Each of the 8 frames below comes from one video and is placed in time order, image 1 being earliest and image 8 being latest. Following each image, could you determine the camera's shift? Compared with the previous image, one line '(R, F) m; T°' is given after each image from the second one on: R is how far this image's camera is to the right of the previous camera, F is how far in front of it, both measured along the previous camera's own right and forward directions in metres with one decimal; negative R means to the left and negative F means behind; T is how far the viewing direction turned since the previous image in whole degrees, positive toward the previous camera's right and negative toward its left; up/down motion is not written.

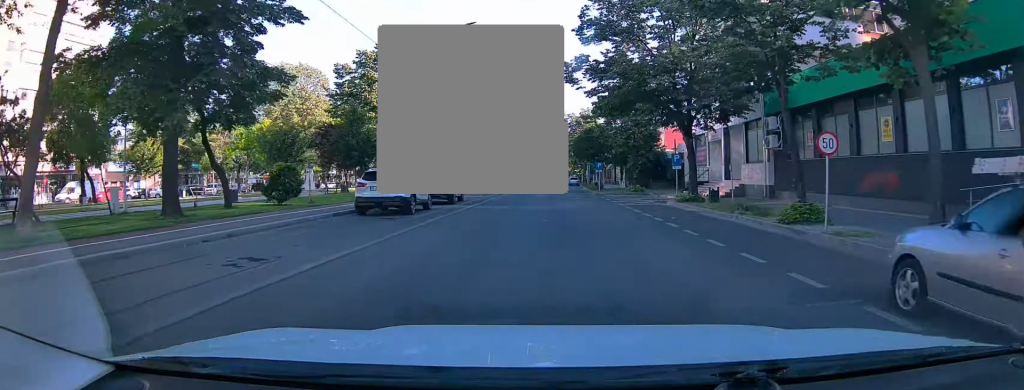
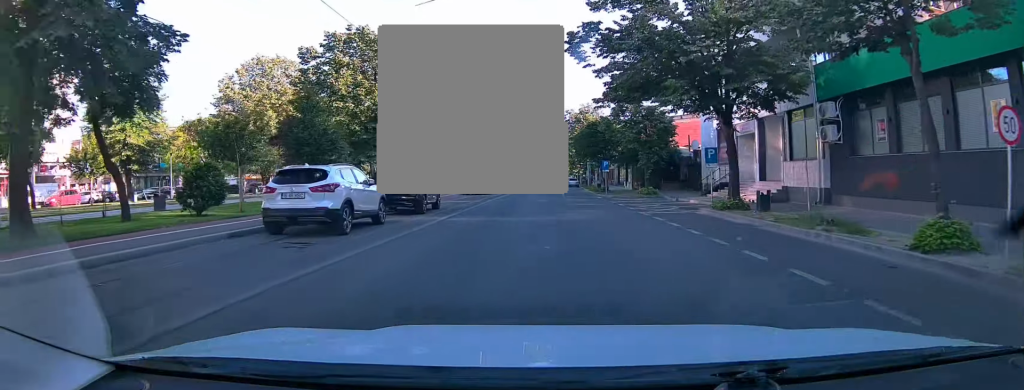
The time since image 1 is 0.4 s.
(+0.1, +5.9) m; +2°
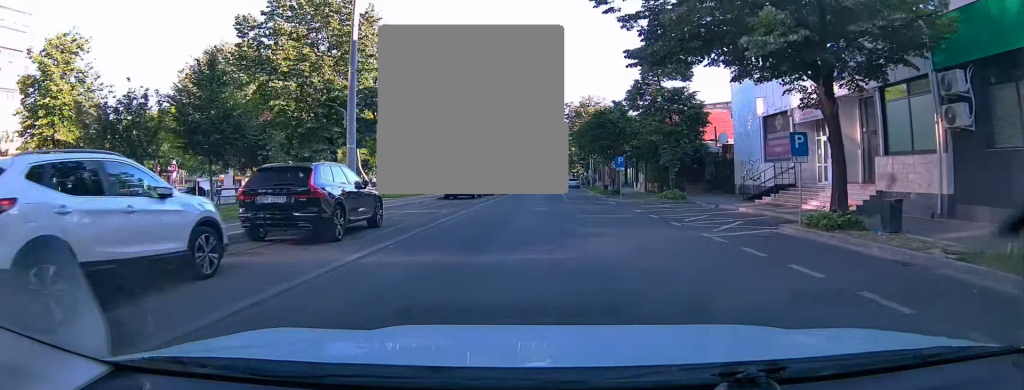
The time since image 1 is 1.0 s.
(+0.3, +7.8) m; +2°
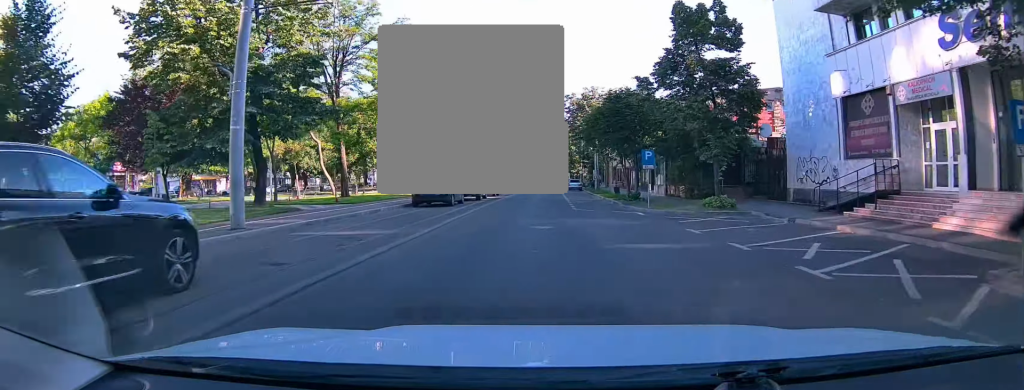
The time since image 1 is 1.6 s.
(+0.1, +7.9) m; +1°
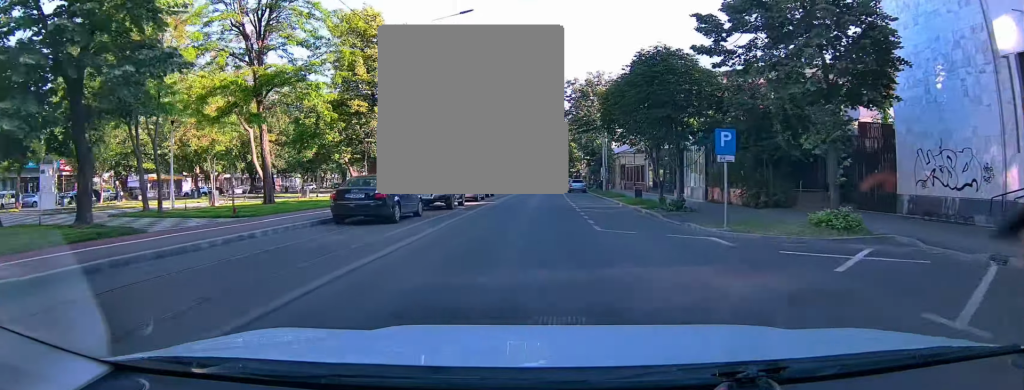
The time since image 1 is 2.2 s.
(+0.1, +9.4) m; 0°
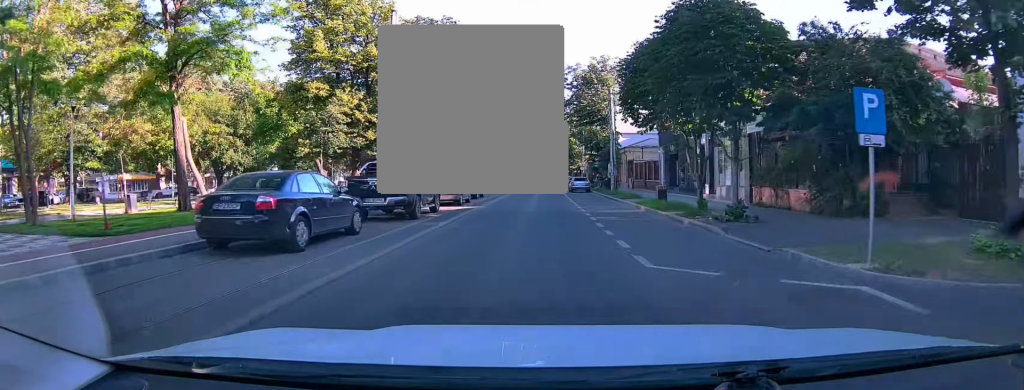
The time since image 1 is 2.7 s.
(-0.1, +6.1) m; 0°
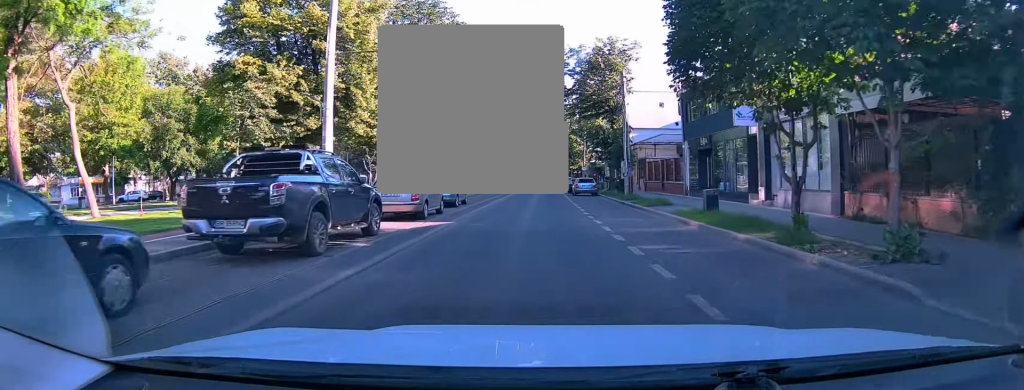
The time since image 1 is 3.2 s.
(-0.1, +7.1) m; 0°
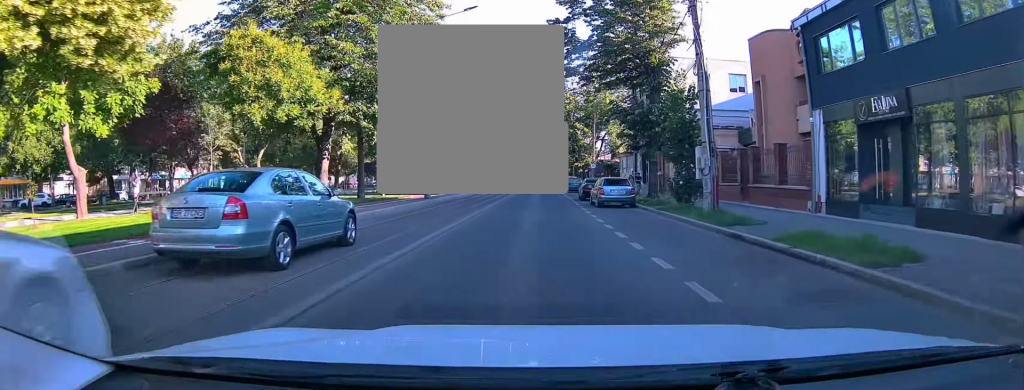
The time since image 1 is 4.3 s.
(0.0, +15.4) m; -1°
